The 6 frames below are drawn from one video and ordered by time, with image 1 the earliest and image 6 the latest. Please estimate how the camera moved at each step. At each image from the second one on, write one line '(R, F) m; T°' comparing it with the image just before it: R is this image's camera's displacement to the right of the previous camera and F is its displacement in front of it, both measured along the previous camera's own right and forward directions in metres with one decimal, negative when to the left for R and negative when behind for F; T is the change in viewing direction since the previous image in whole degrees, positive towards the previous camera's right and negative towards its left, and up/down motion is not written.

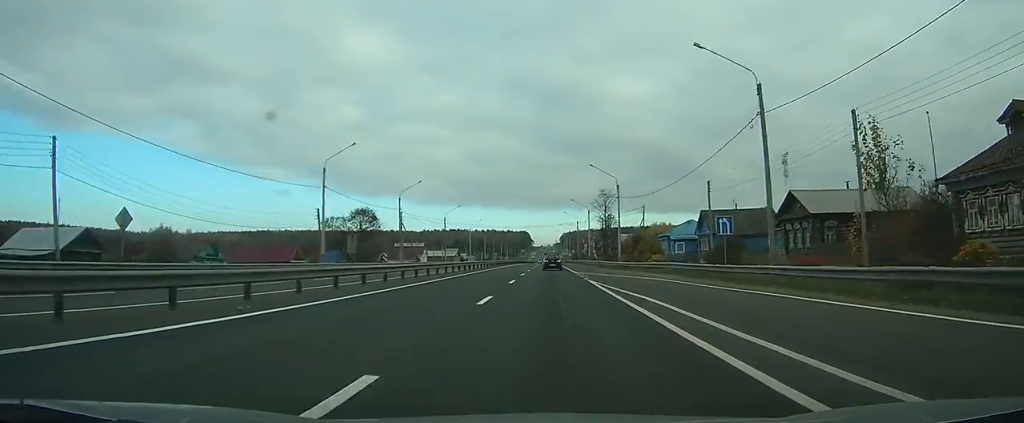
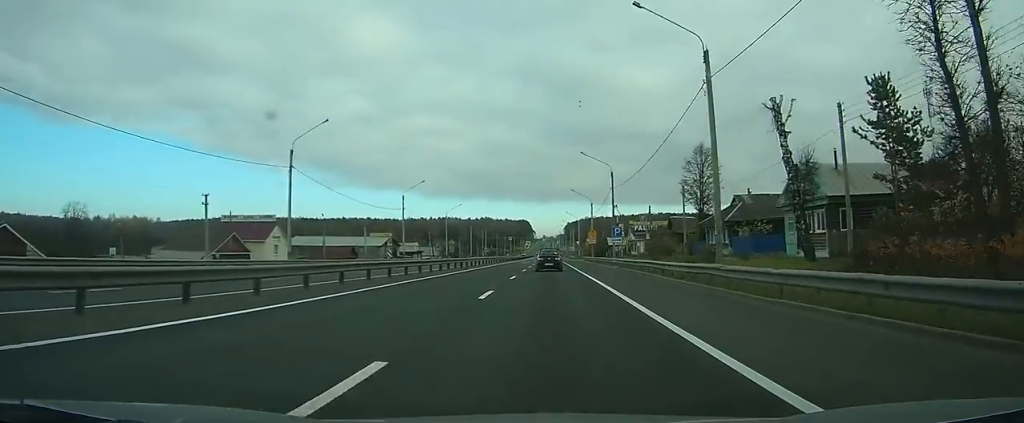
(-0.1, +102.9) m; 0°
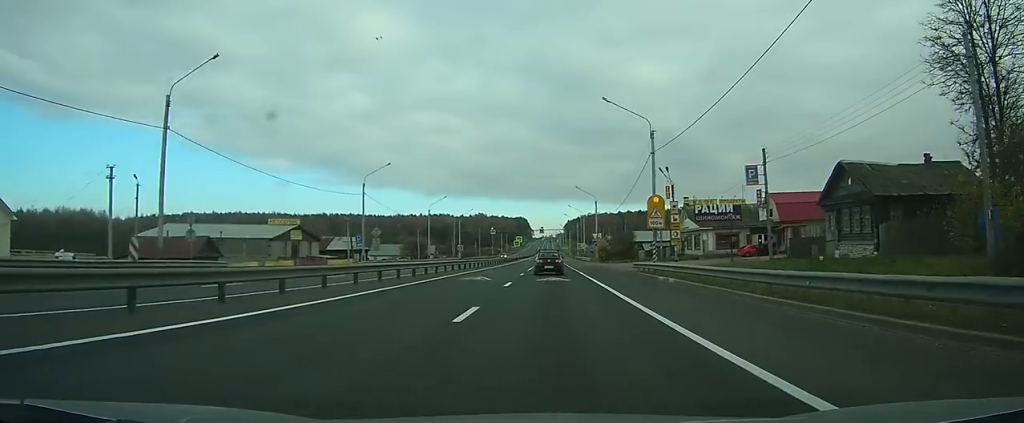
(+0.1, +53.1) m; 0°
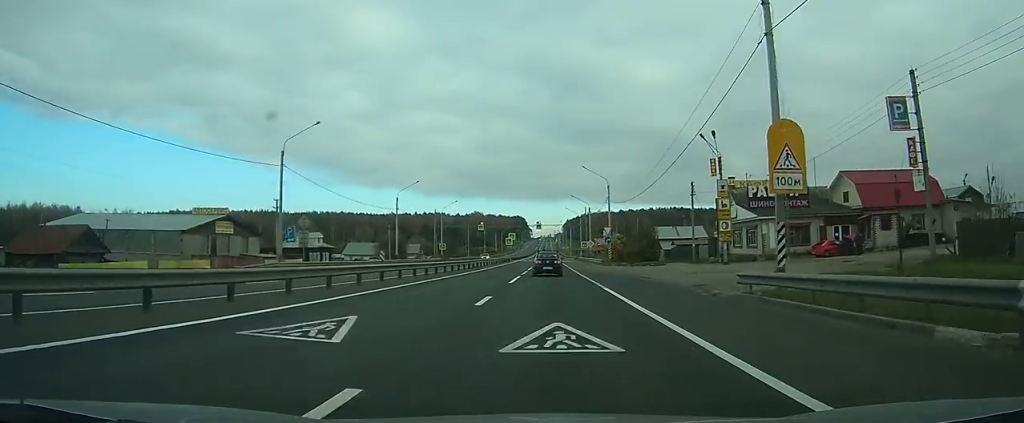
(0.0, +21.1) m; 0°
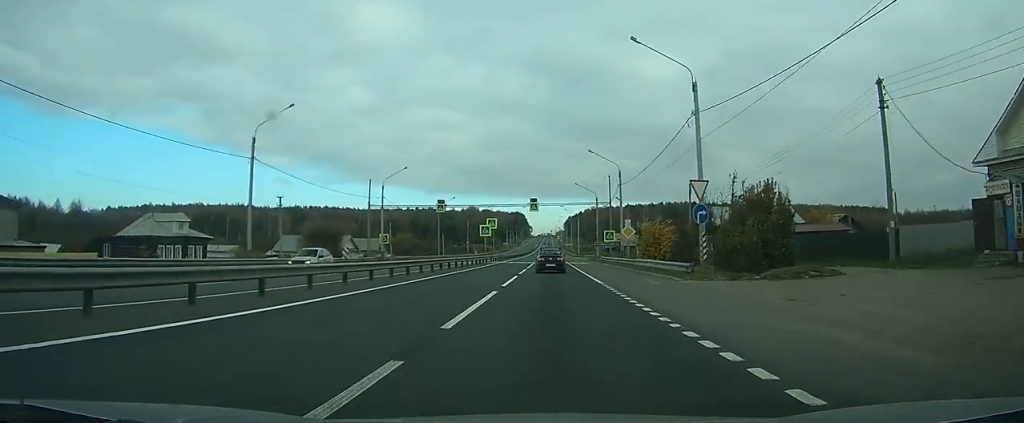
(-0.1, +40.5) m; 0°
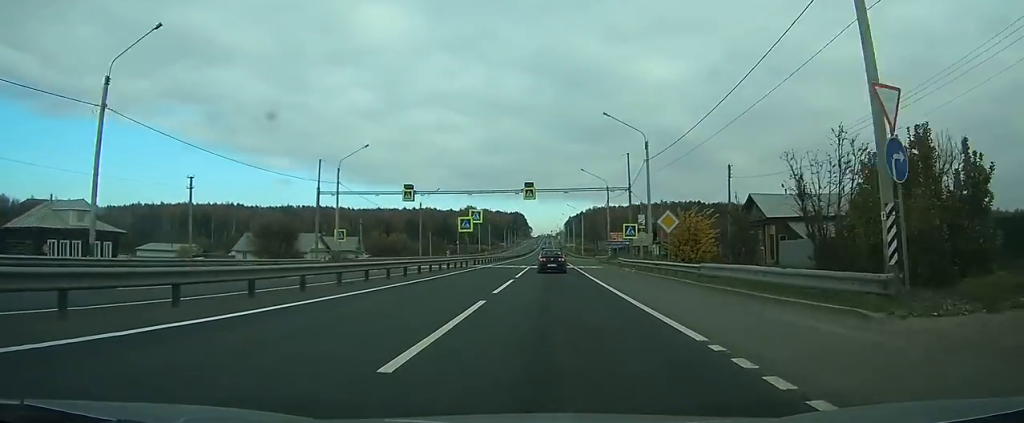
(0.0, +14.9) m; 0°
